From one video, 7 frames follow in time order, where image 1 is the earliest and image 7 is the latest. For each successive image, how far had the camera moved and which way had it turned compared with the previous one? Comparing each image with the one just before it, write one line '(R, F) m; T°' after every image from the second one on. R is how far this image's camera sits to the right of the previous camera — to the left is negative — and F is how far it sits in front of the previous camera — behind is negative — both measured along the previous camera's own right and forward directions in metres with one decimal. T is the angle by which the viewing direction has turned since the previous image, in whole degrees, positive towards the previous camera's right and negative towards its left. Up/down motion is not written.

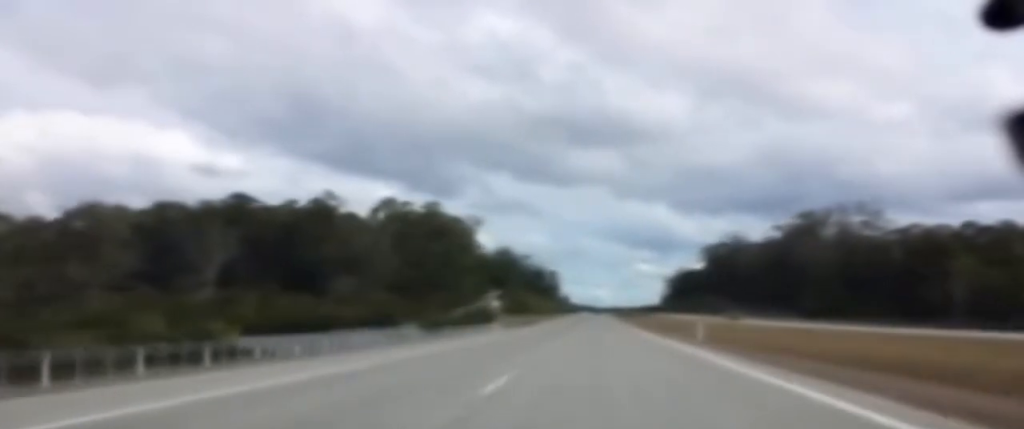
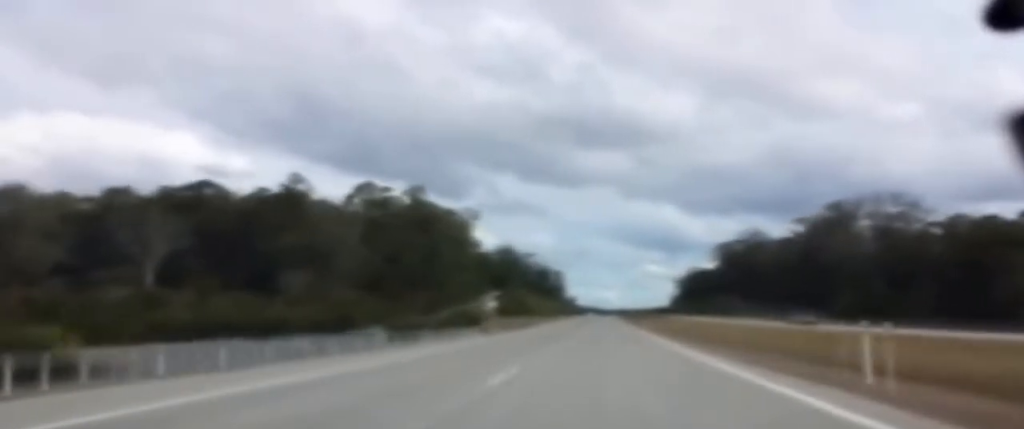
(+0.4, +20.1) m; 0°
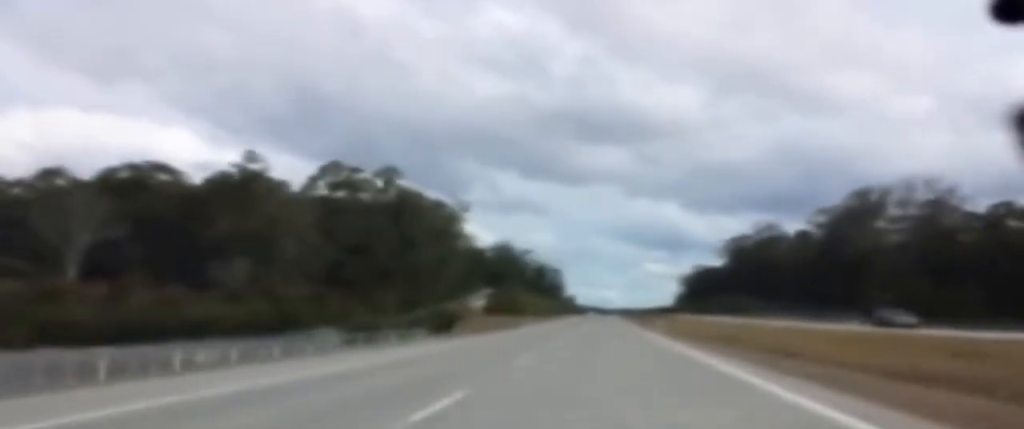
(+0.8, +16.1) m; -1°
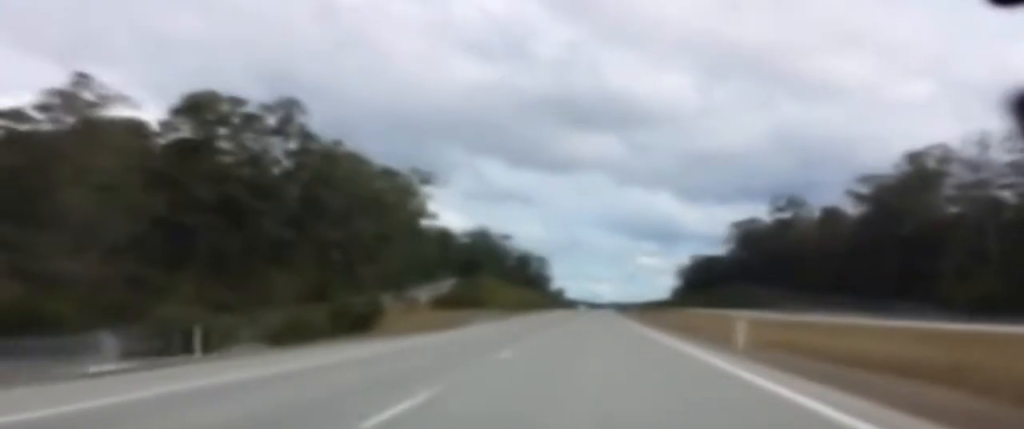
(-2.1, +33.9) m; -3°
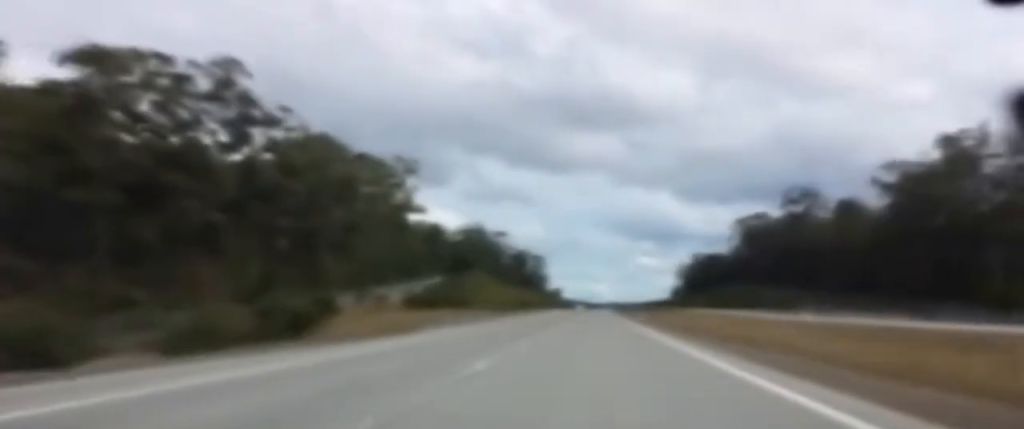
(+0.2, +15.0) m; +1°
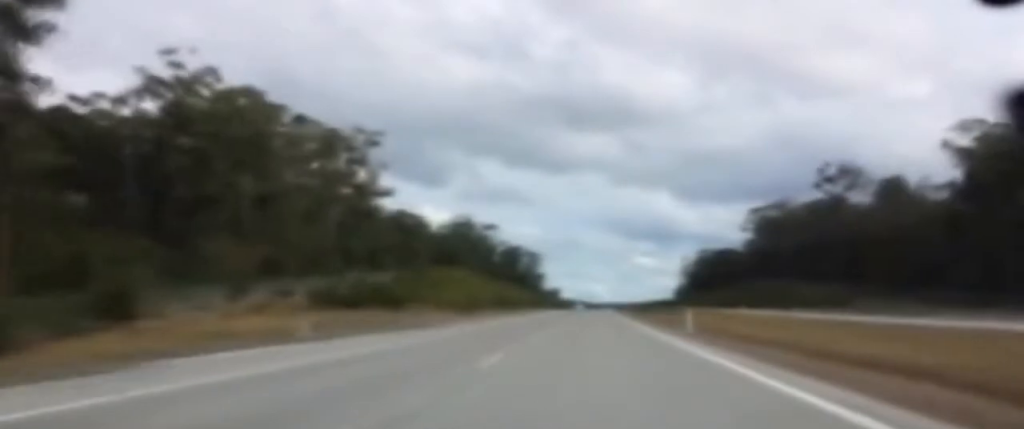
(+0.6, +32.9) m; +1°
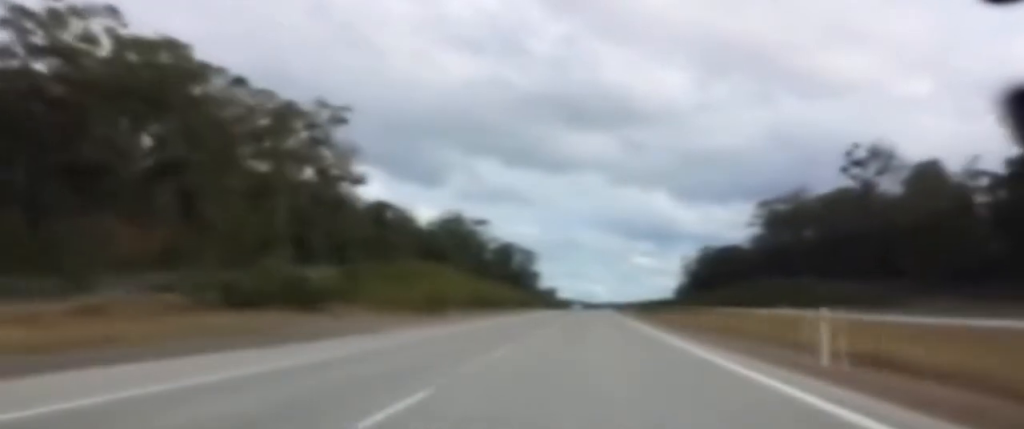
(0.0, +19.0) m; 0°
